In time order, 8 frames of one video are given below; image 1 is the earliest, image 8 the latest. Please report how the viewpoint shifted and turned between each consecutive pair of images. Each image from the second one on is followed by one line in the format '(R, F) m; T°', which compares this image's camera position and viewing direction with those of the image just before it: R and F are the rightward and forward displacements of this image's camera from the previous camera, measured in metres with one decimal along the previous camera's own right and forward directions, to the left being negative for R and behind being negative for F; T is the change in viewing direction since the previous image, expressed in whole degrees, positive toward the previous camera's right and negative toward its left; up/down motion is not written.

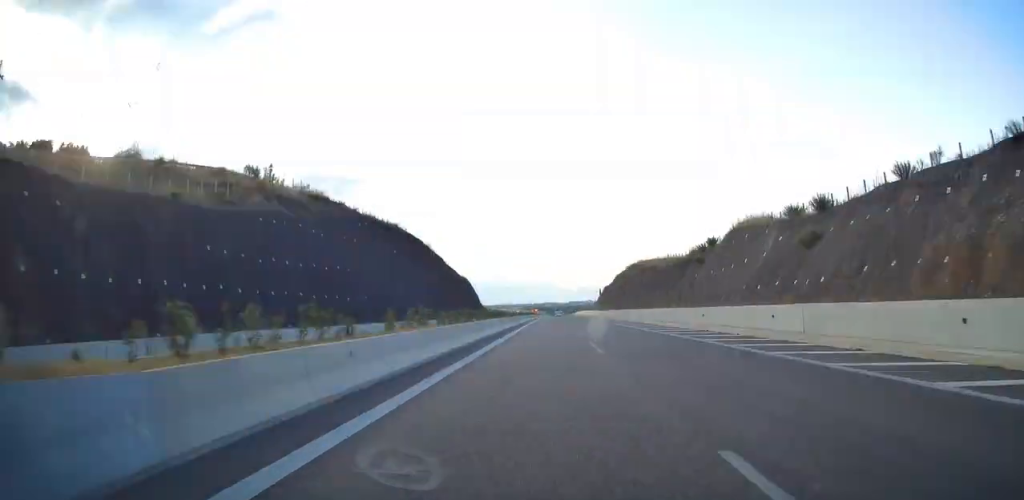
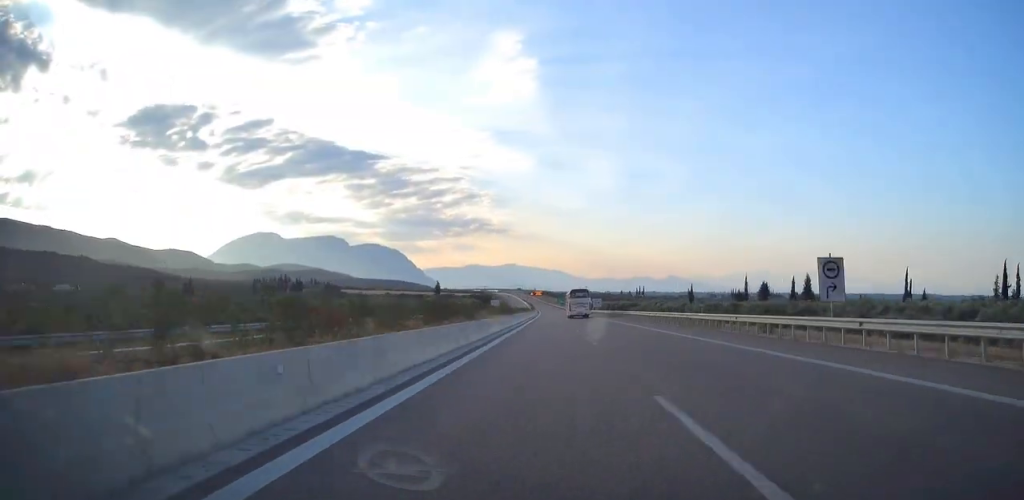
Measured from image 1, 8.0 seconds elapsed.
(-3.7, +389.9) m; -2°
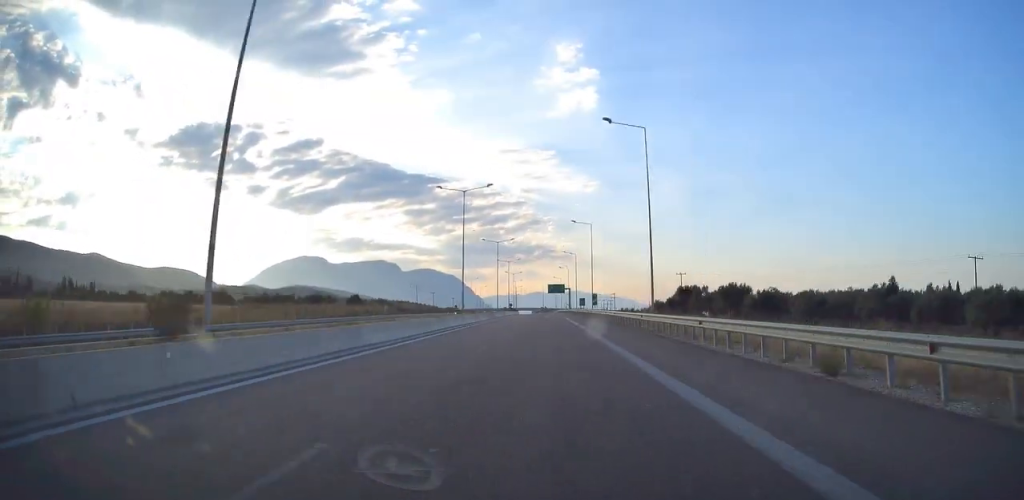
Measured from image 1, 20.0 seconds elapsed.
(-21.5, +567.2) m; -6°
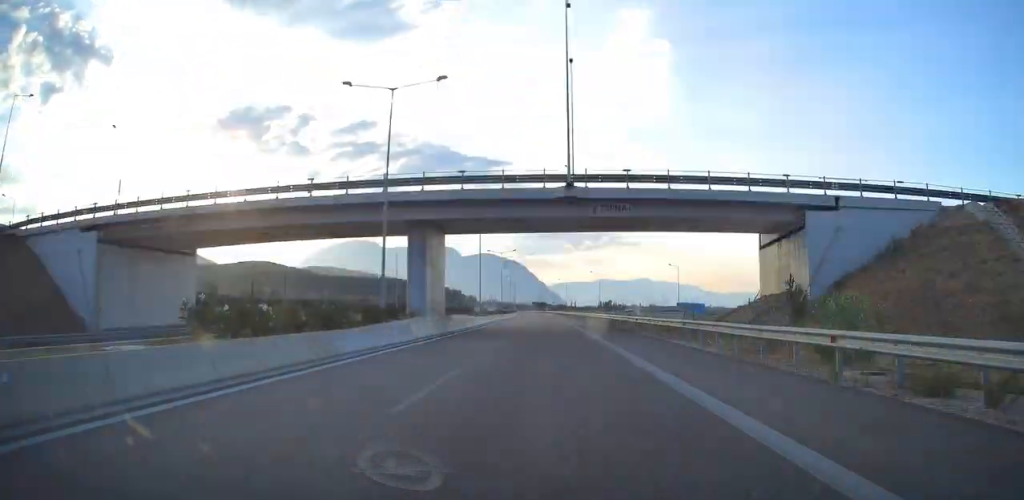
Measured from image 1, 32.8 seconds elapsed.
(-34.9, +515.1) m; -7°
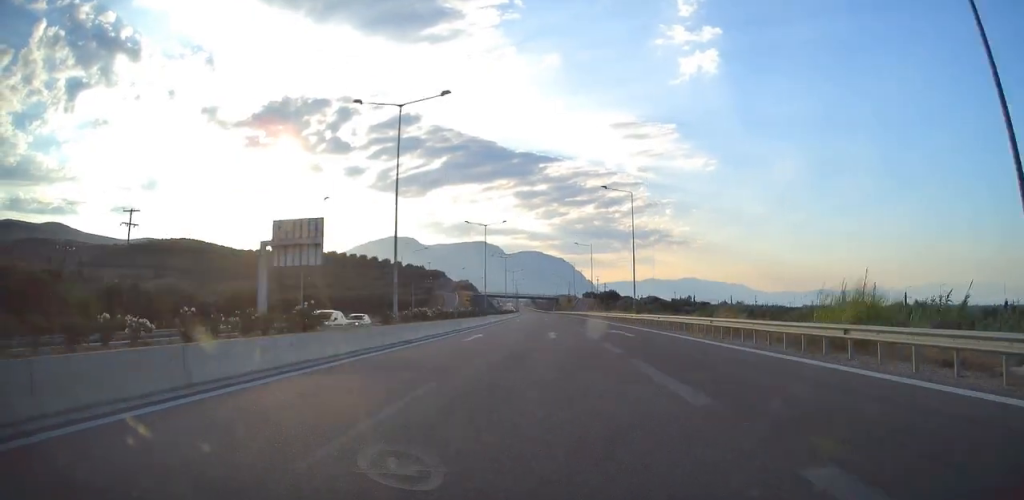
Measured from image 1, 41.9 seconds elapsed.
(-12.8, +355.4) m; -4°
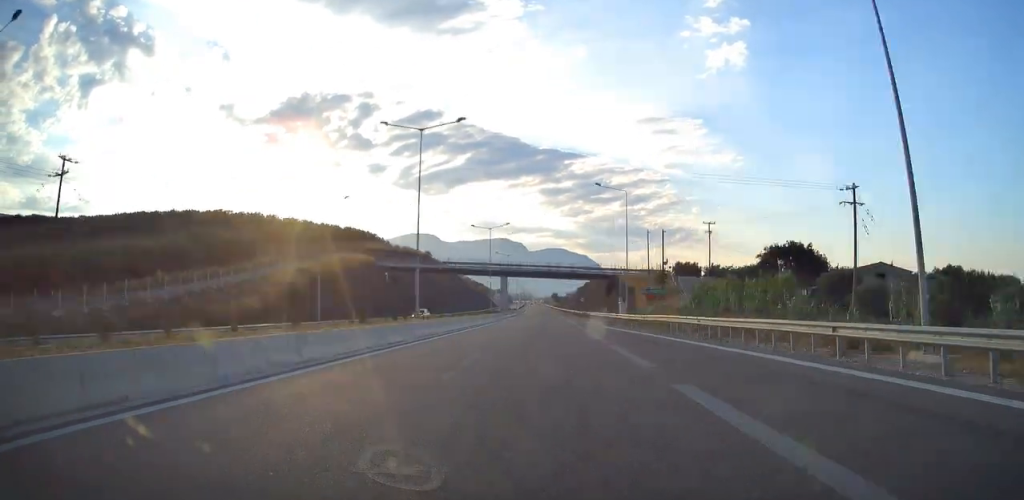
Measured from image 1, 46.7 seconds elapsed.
(-4.2, +187.4) m; -2°
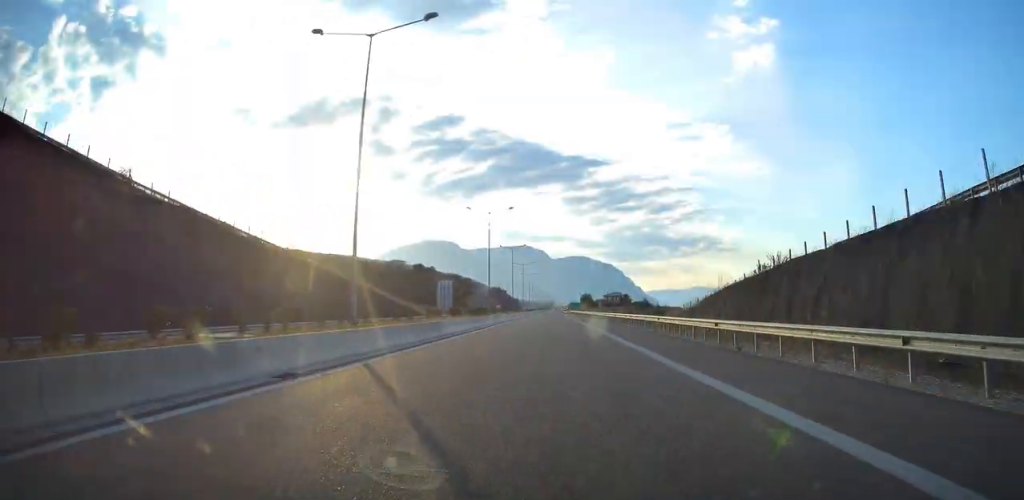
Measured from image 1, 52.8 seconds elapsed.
(-4.6, +238.2) m; -1°
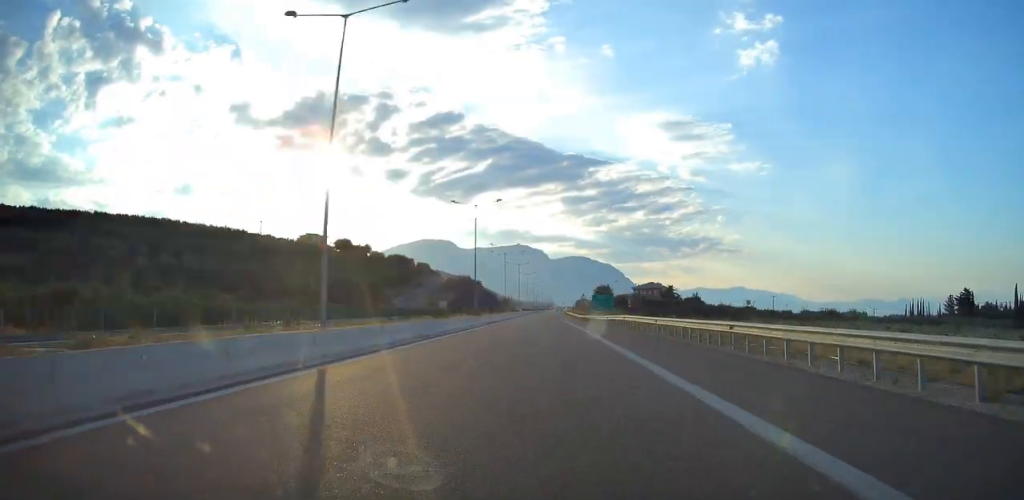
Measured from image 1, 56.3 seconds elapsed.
(-0.8, +132.1) m; 0°
